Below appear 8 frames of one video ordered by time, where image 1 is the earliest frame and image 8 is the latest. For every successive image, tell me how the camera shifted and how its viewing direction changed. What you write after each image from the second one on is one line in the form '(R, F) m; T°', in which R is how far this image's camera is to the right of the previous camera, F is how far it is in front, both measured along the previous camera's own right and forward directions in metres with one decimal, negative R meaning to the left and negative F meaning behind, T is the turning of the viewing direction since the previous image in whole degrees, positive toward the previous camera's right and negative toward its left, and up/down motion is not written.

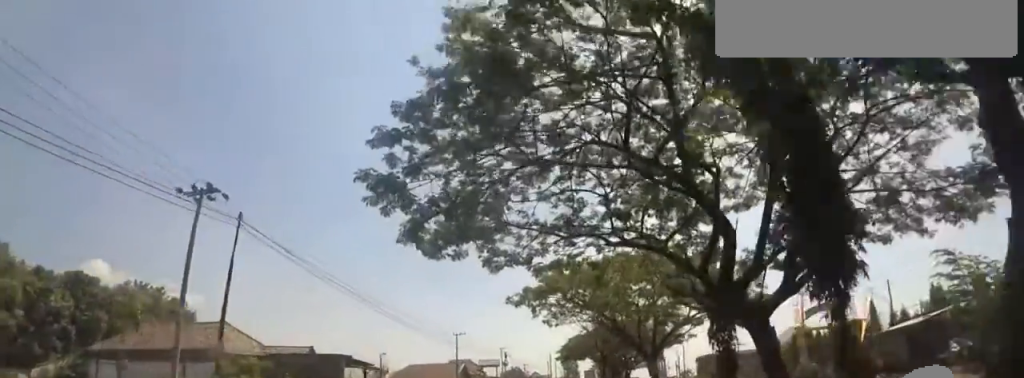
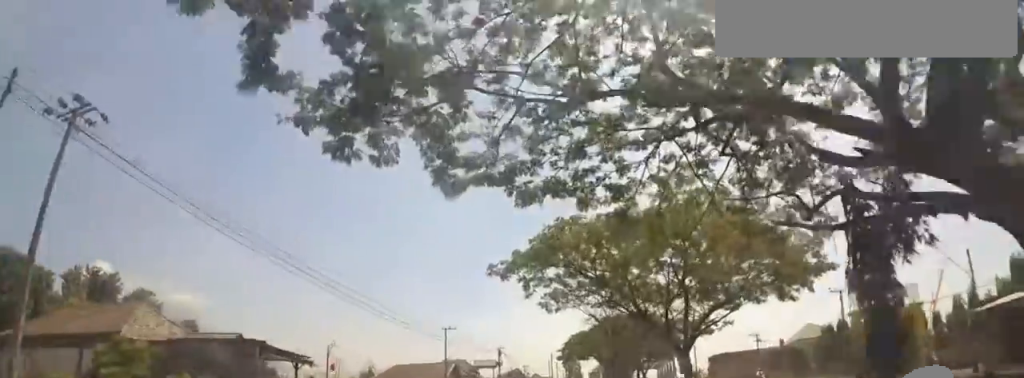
(-0.5, +6.9) m; +1°
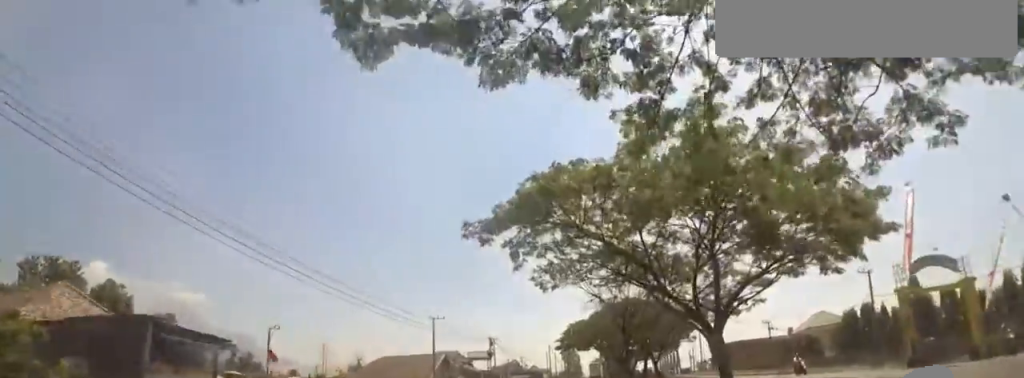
(-0.5, +4.6) m; +1°
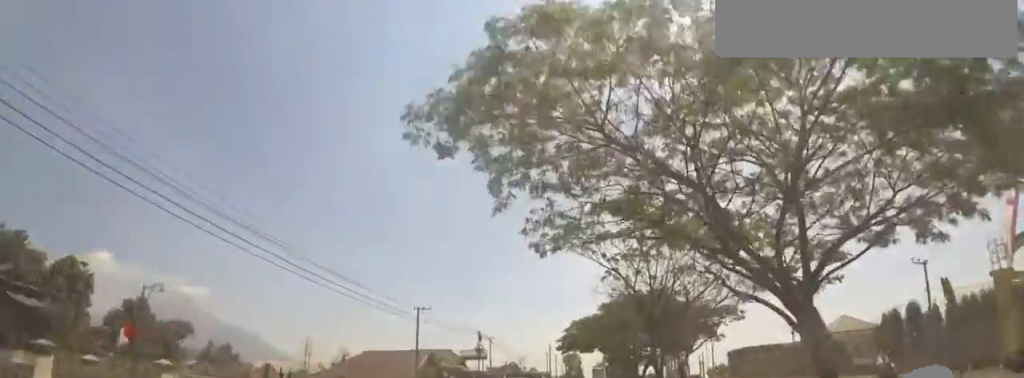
(+0.9, +6.3) m; 0°
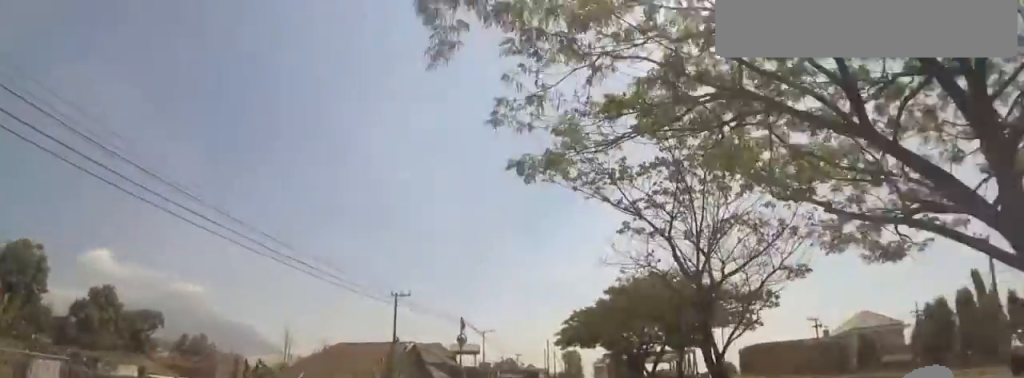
(+0.1, +6.0) m; 0°
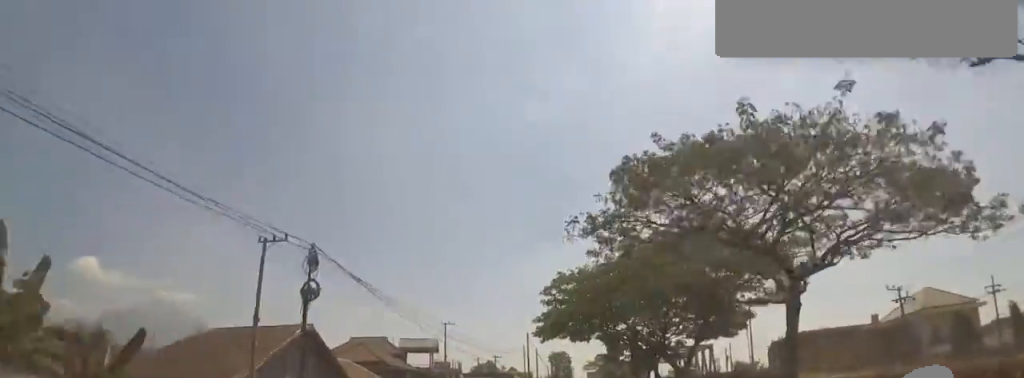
(-0.2, +17.4) m; -1°
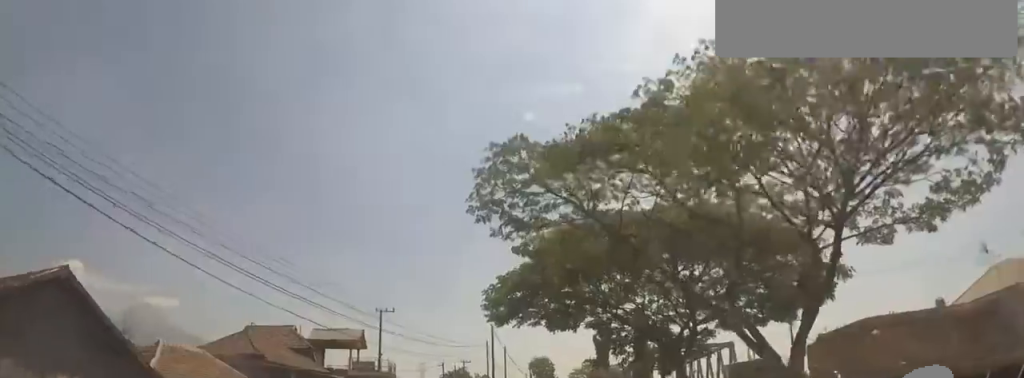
(-0.1, +15.7) m; +4°
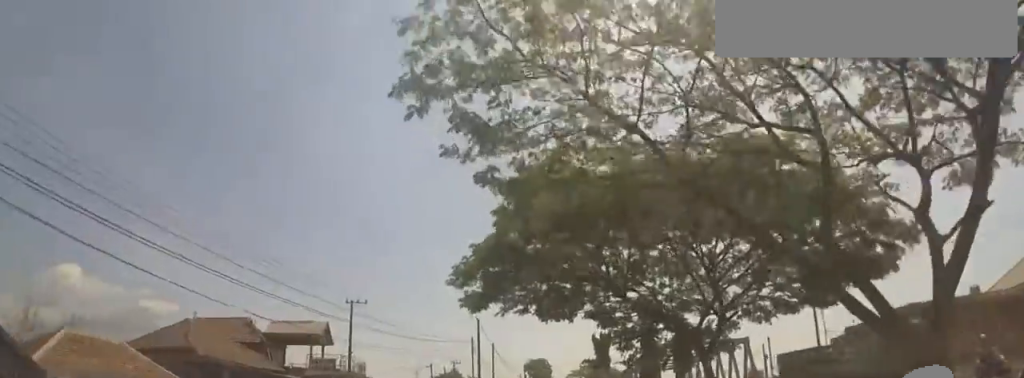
(+0.3, +5.5) m; +1°
